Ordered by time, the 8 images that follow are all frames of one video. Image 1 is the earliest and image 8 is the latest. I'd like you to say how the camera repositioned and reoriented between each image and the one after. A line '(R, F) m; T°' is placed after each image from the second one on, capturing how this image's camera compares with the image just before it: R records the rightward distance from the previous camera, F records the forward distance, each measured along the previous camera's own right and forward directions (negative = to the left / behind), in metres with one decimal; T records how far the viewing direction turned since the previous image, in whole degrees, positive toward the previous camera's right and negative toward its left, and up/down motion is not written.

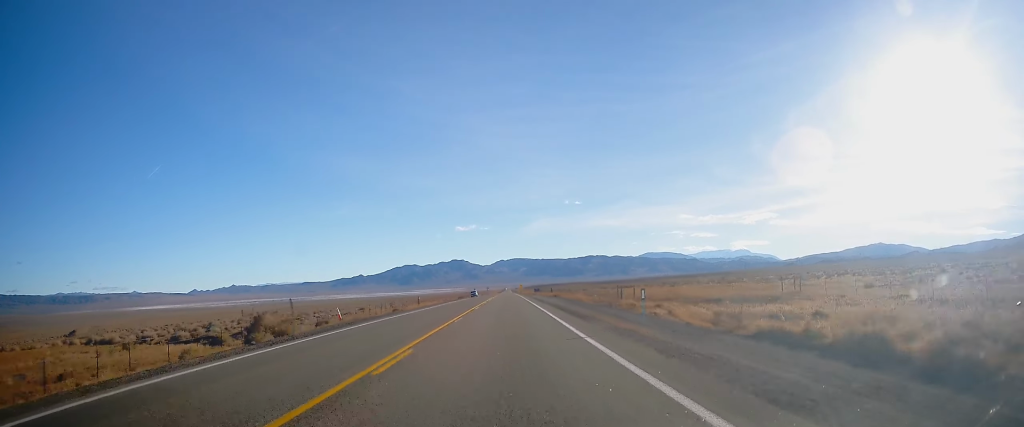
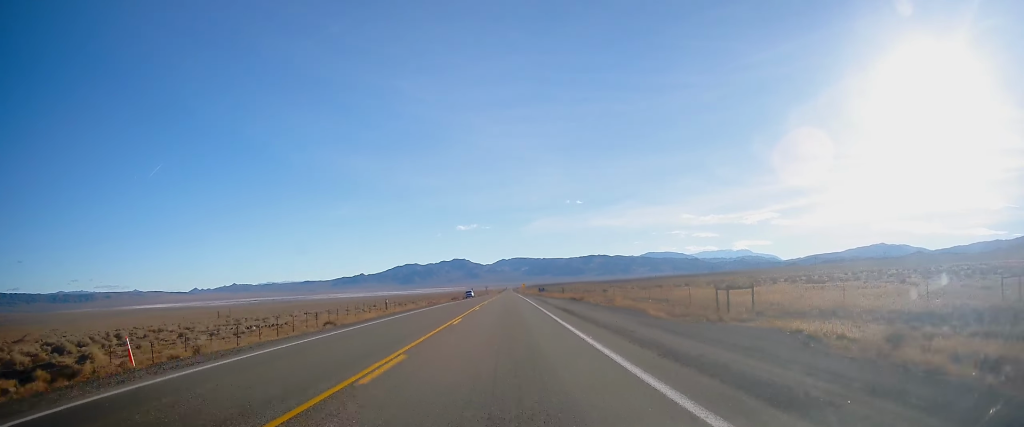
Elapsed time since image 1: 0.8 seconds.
(+0.1, +25.3) m; +1°
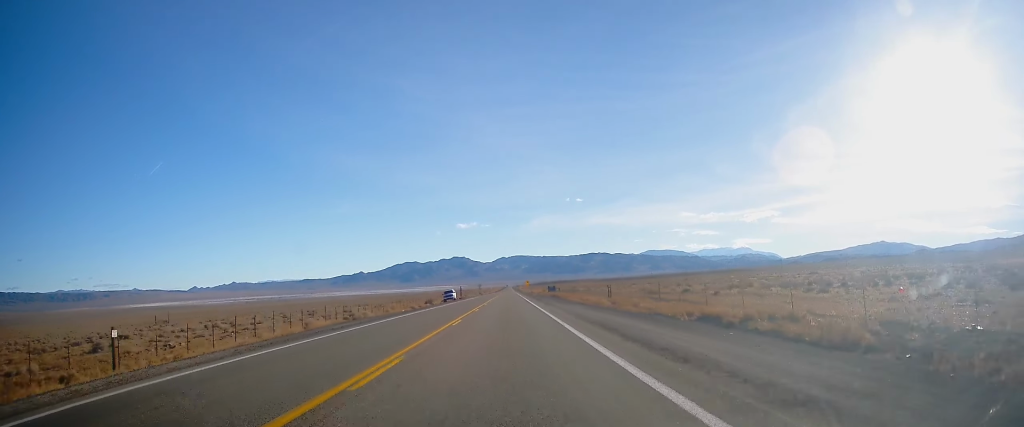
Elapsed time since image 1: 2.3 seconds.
(+0.5, +49.5) m; 0°
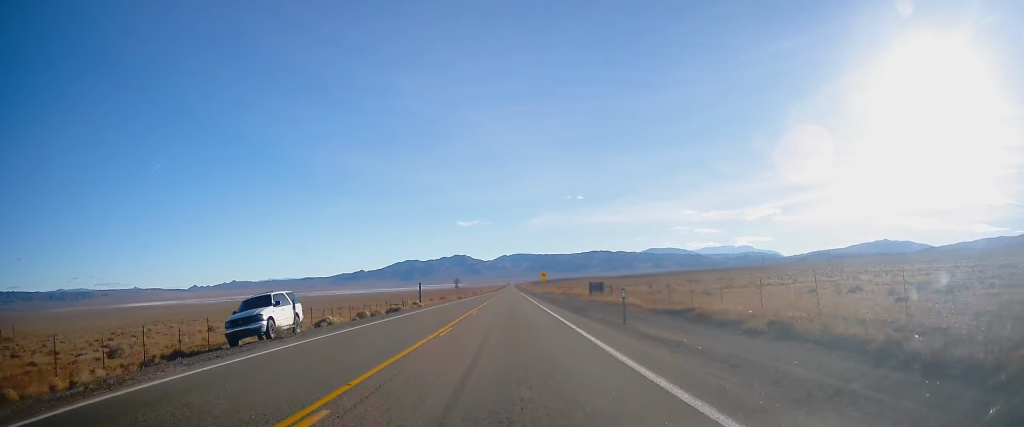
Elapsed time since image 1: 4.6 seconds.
(-1.0, +79.0) m; -1°
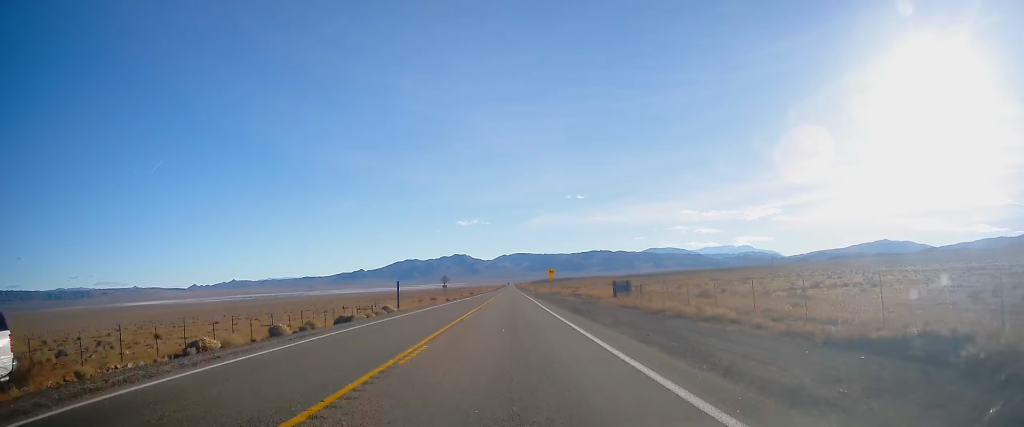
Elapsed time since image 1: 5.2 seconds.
(0.0, +17.8) m; 0°
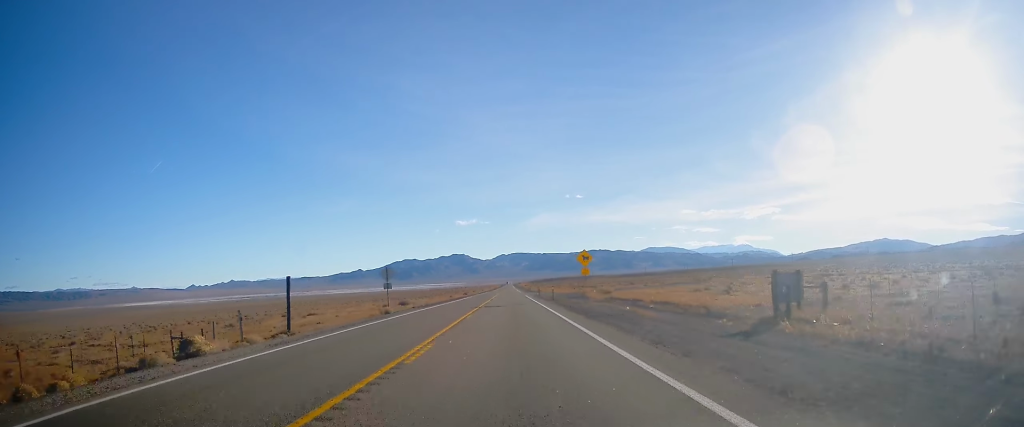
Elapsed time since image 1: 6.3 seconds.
(0.0, +36.7) m; 0°
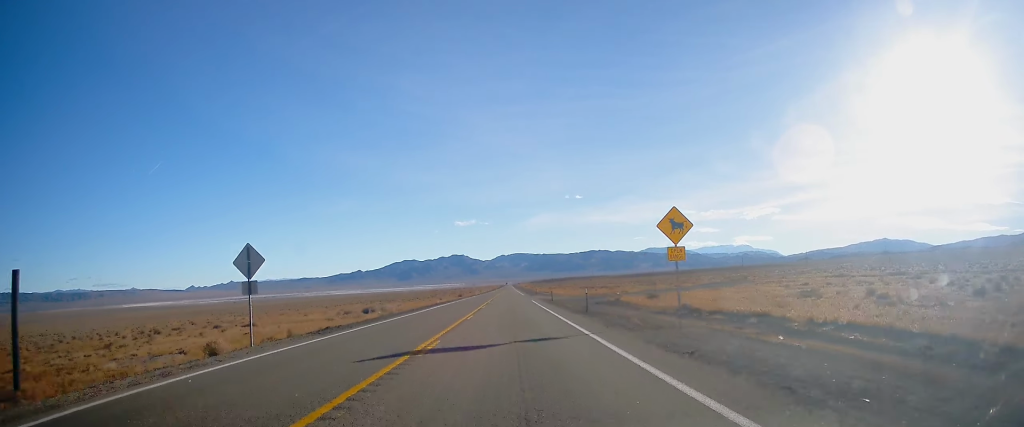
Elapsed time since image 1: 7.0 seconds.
(+0.2, +23.4) m; +1°
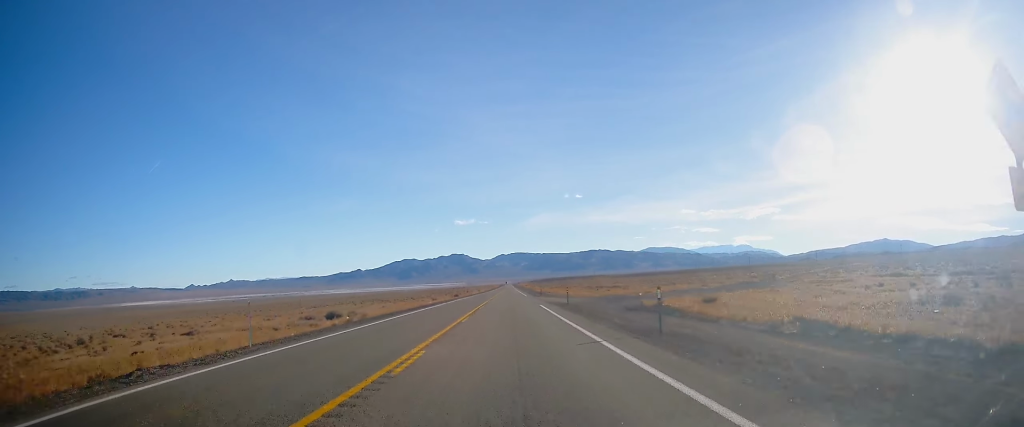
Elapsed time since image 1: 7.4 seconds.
(+0.1, +14.5) m; 0°
